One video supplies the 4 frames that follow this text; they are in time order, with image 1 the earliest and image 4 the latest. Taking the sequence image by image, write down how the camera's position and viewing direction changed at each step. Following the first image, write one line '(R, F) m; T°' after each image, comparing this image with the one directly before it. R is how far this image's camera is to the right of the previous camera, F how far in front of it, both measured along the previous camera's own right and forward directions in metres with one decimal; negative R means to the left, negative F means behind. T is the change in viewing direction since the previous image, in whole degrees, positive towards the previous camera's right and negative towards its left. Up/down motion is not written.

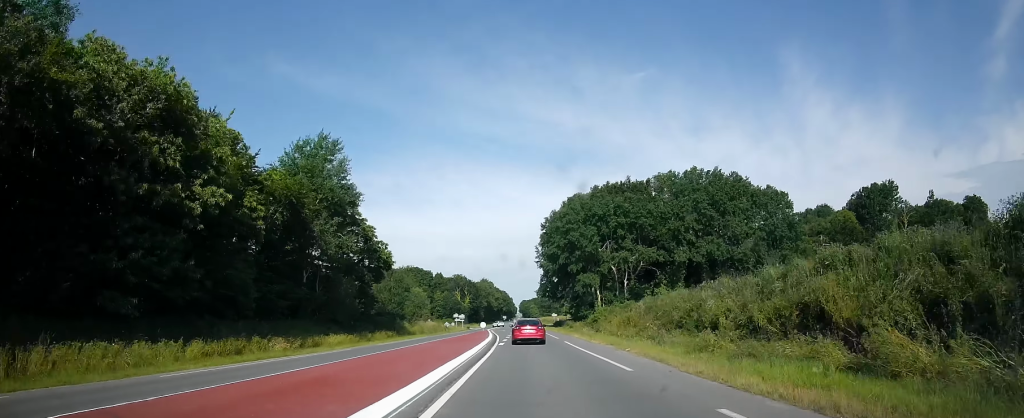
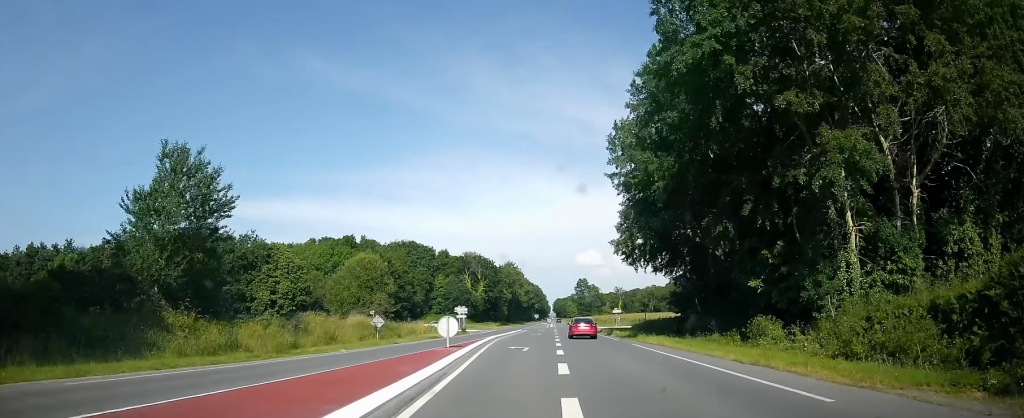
(0.0, +57.3) m; 0°
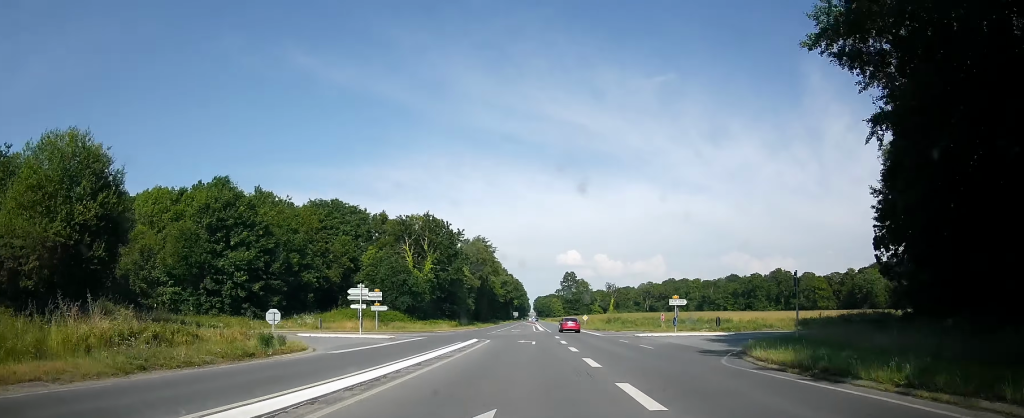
(+1.5, +44.3) m; +1°
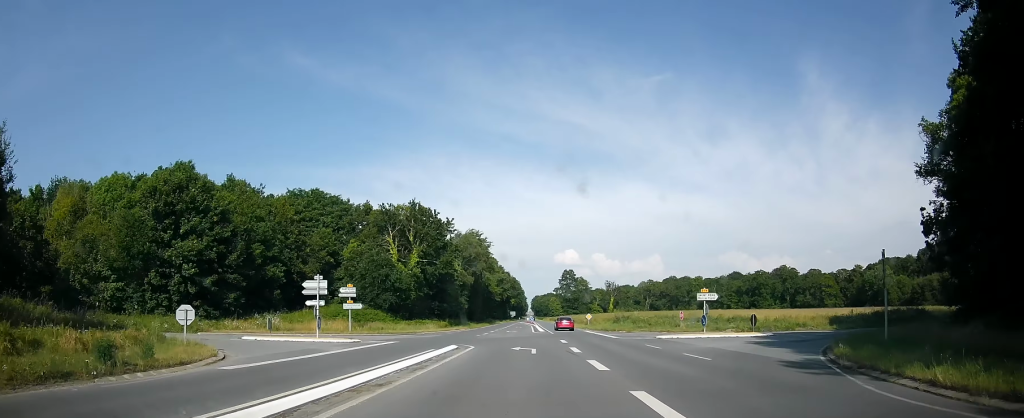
(-0.7, +8.0) m; 0°
